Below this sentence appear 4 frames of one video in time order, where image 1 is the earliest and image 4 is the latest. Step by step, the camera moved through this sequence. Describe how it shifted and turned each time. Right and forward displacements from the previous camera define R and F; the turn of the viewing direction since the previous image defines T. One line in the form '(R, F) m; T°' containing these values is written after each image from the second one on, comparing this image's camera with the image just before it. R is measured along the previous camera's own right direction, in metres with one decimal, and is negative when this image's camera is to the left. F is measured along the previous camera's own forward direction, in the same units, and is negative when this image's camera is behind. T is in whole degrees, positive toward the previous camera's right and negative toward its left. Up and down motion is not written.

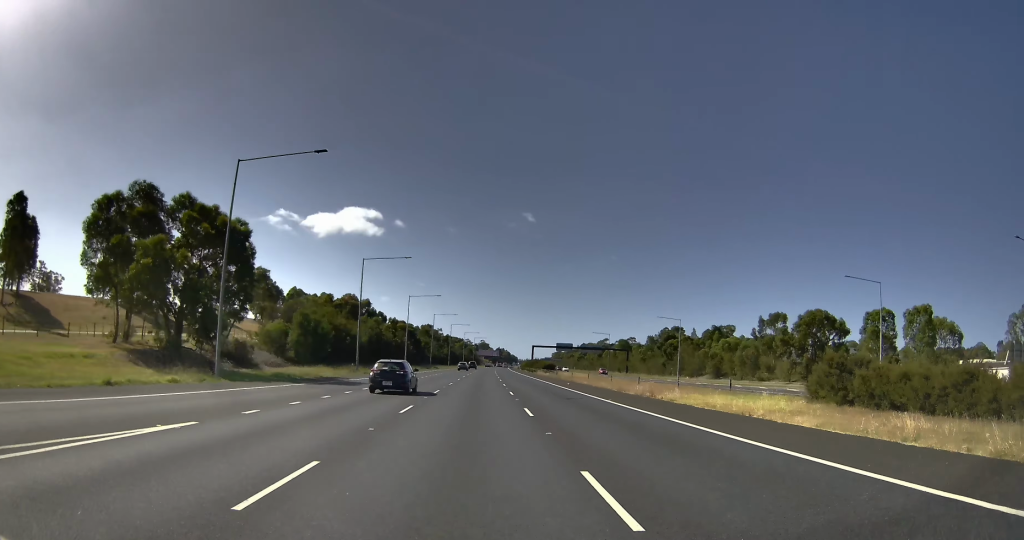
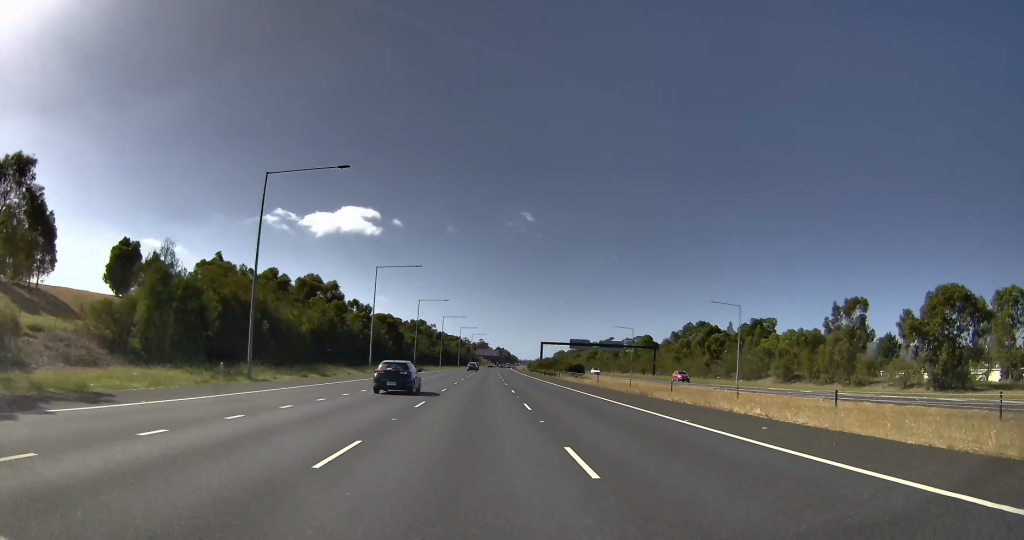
(+0.3, +42.3) m; 0°
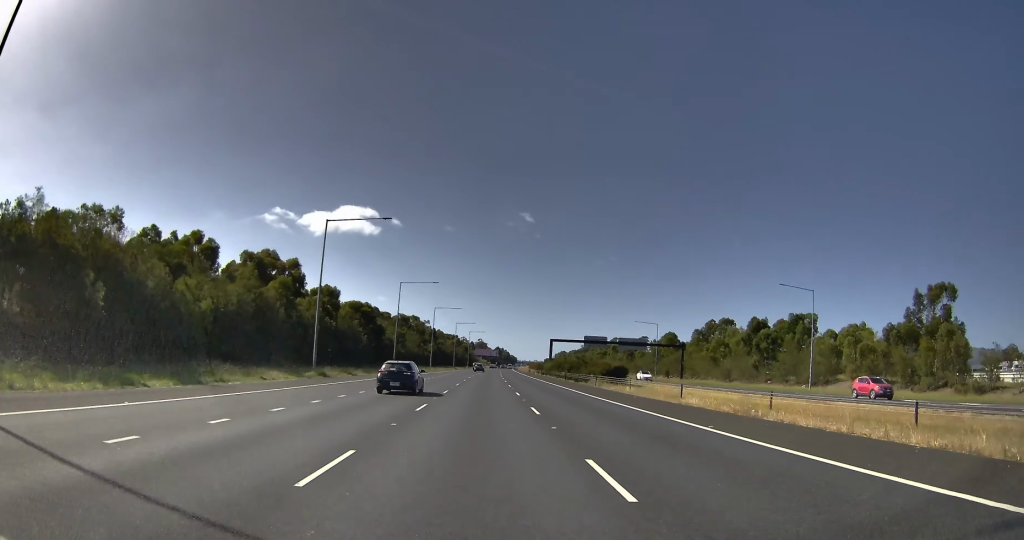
(-0.2, +32.3) m; 0°
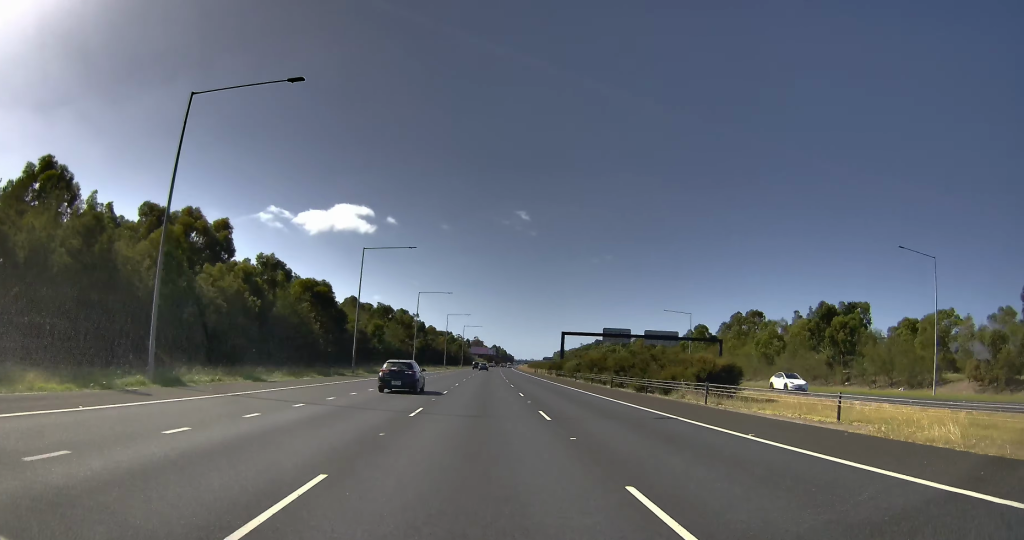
(+0.2, +31.1) m; 0°
